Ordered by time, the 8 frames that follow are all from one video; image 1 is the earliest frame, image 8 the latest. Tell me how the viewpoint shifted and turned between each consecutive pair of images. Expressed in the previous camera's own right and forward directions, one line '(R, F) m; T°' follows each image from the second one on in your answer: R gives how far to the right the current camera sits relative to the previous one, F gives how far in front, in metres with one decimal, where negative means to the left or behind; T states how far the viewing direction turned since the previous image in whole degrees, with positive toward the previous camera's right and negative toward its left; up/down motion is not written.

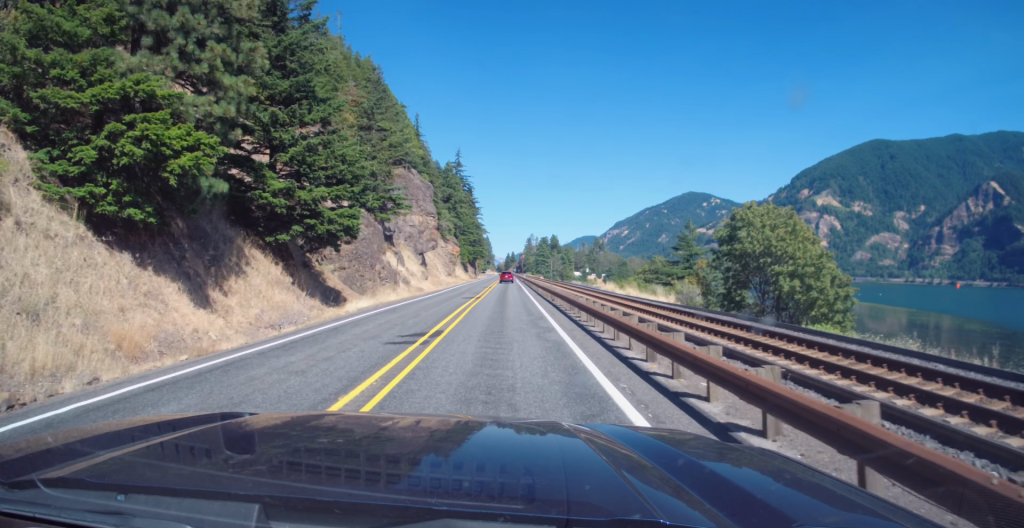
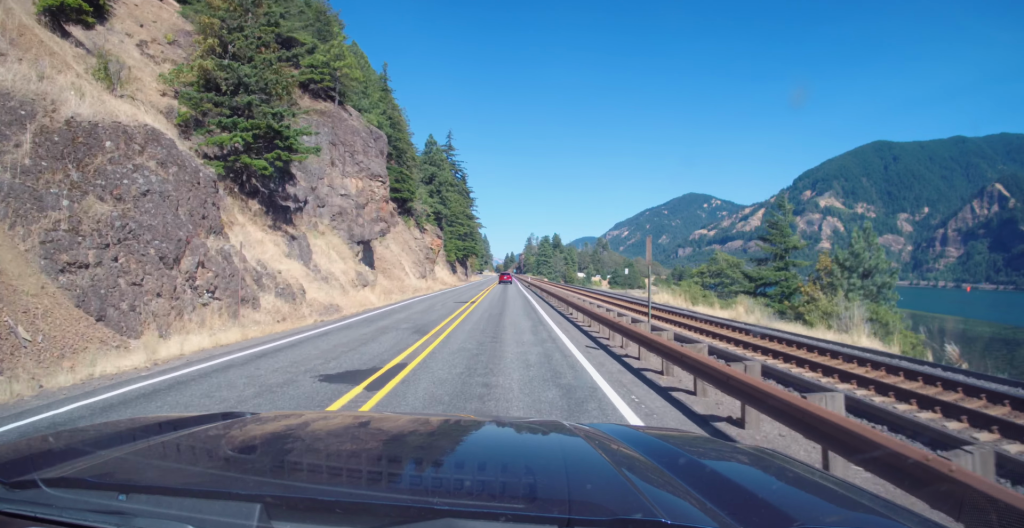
(-0.4, +30.0) m; -1°
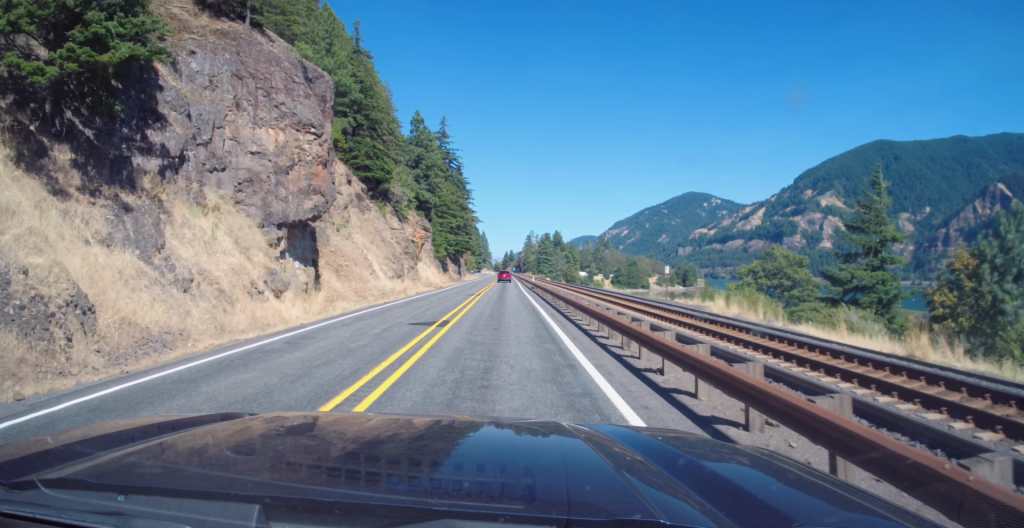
(0.0, +15.4) m; +1°
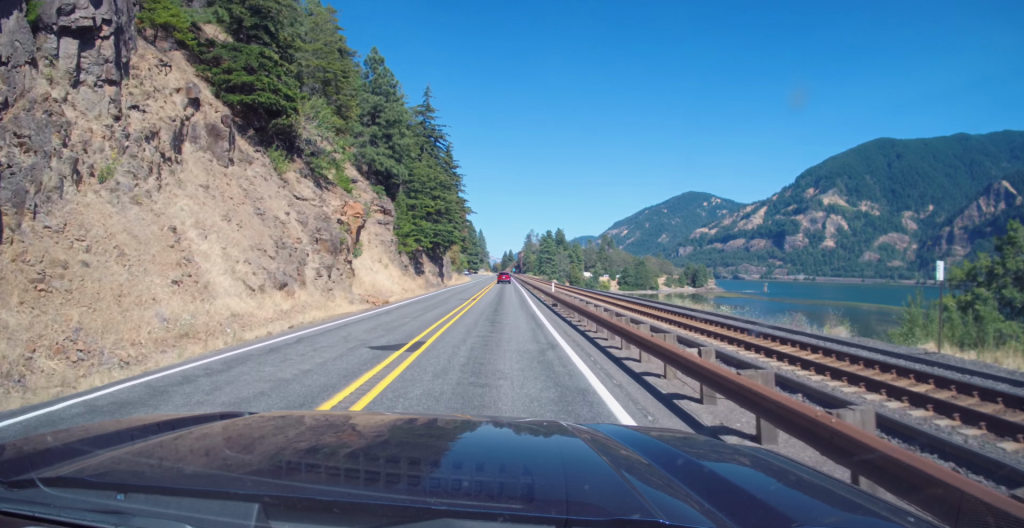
(+0.3, +29.1) m; +1°
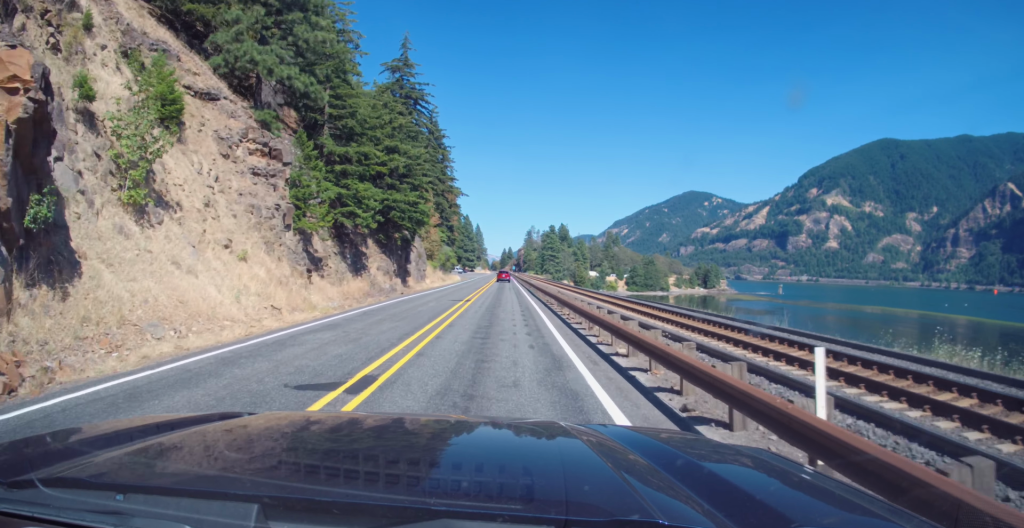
(-0.1, +29.6) m; 0°
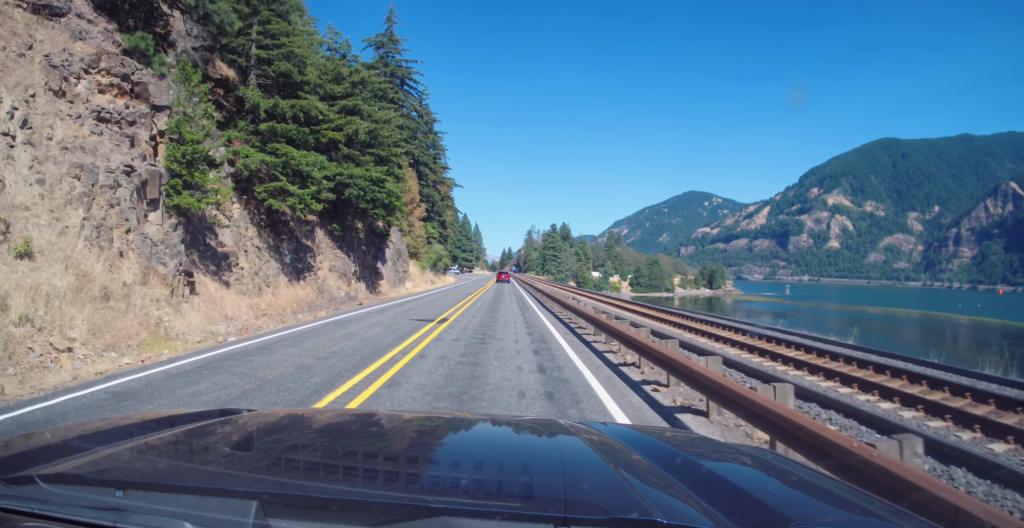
(-0.1, +12.7) m; 0°
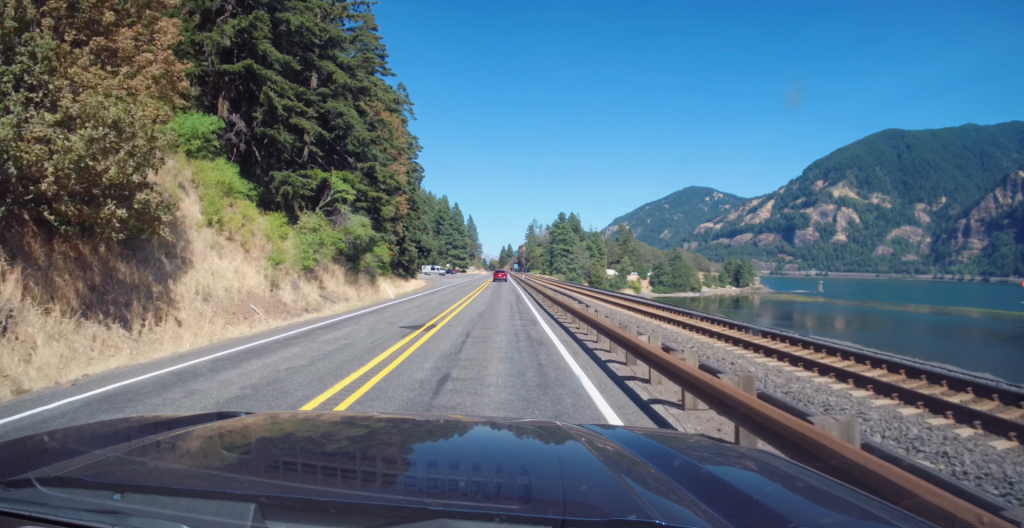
(-0.1, +50.7) m; 0°
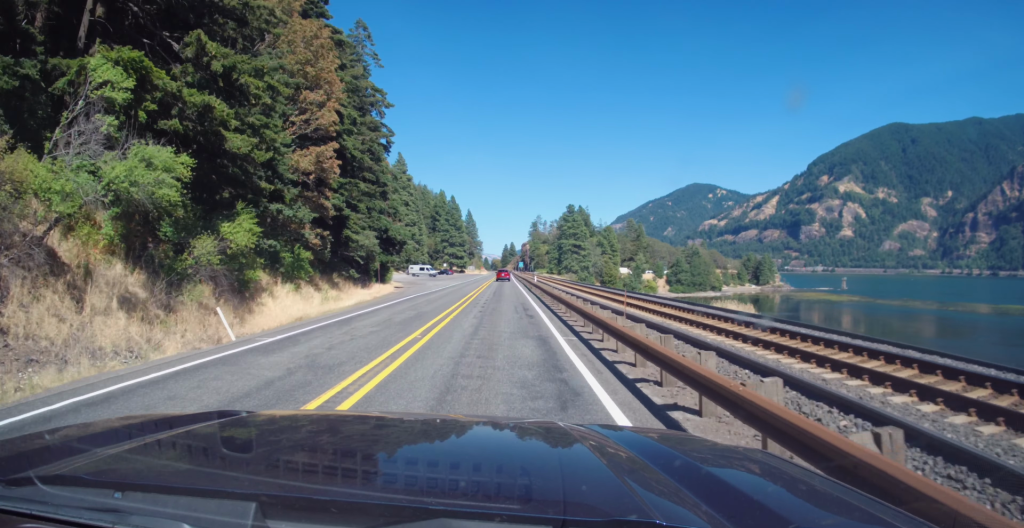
(+0.5, +27.6) m; 0°
